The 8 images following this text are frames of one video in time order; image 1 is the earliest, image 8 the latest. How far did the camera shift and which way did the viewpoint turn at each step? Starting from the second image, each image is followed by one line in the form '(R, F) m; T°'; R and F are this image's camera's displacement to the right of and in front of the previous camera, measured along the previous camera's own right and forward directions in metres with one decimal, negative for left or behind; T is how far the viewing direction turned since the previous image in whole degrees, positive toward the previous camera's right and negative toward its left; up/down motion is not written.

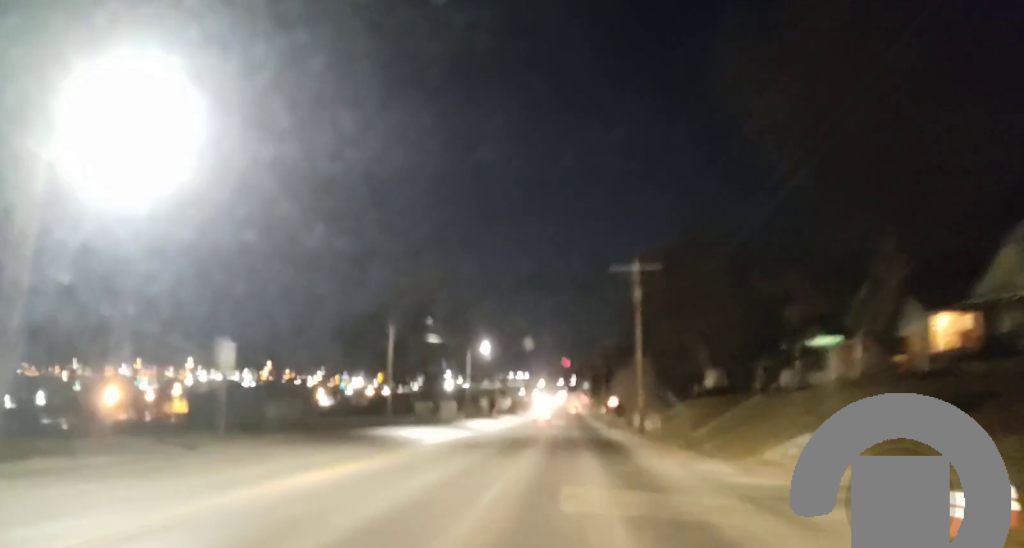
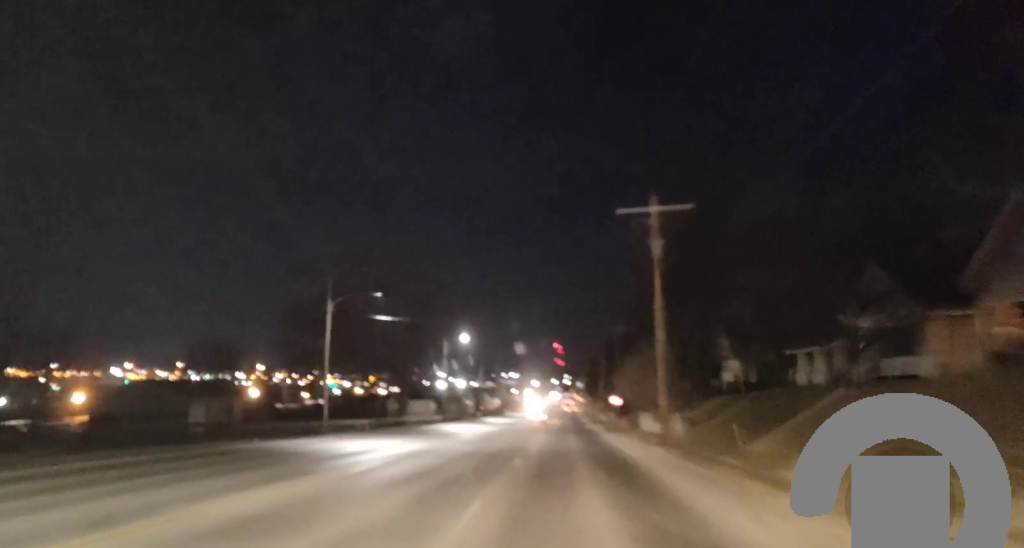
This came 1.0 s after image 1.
(-0.2, +15.7) m; 0°
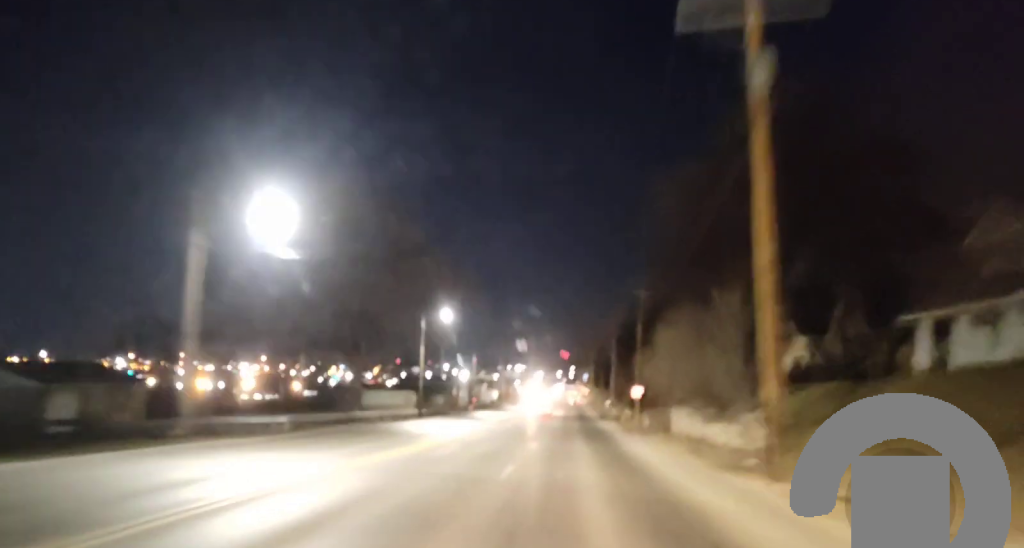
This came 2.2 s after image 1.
(+0.3, +18.5) m; +2°
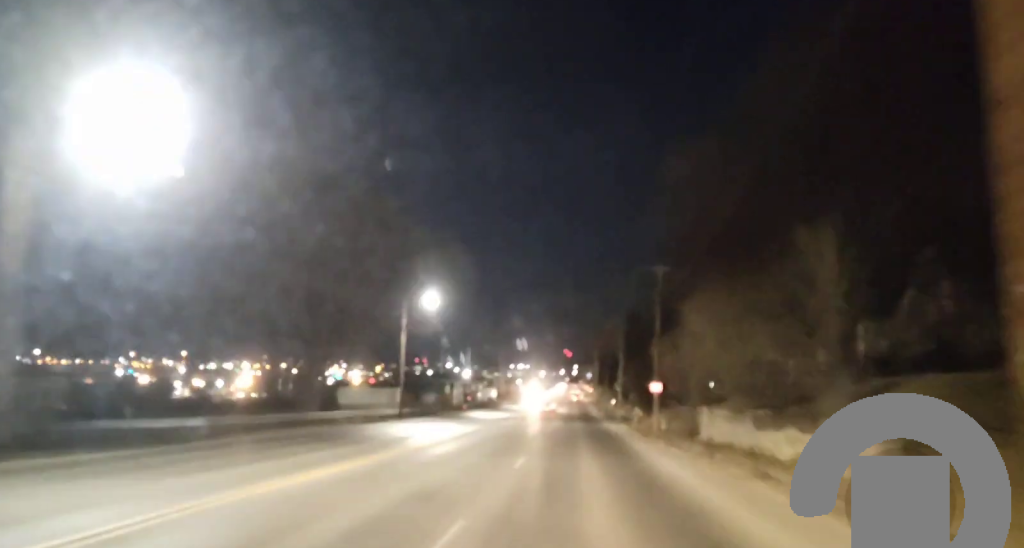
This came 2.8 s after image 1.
(+0.1, +9.8) m; 0°
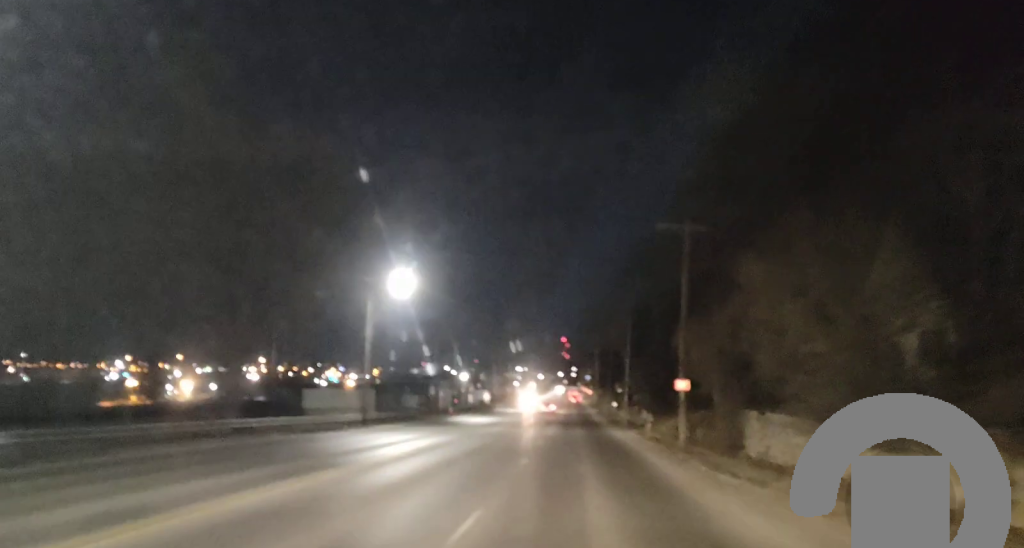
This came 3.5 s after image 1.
(0.0, +10.7) m; -1°
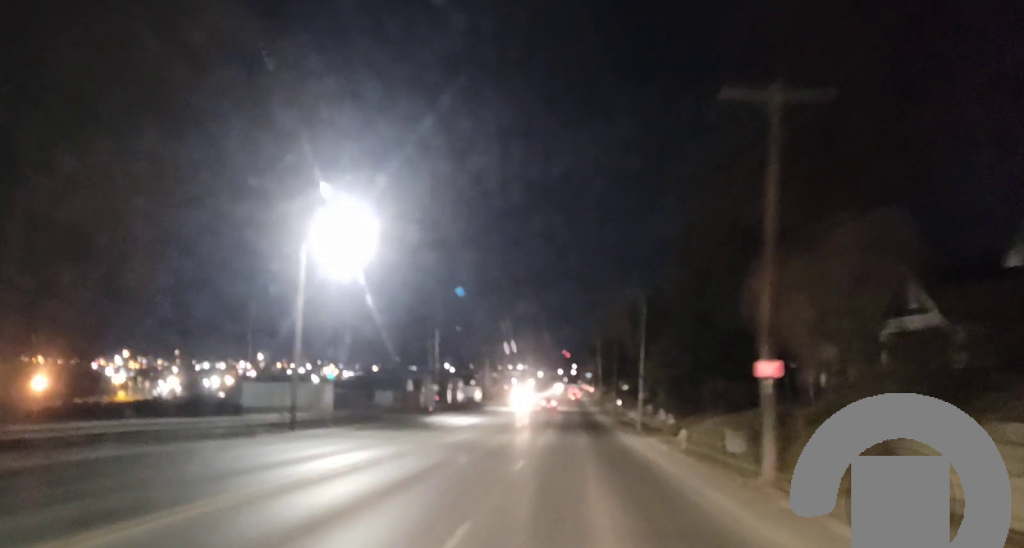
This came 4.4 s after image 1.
(-0.2, +14.4) m; -2°
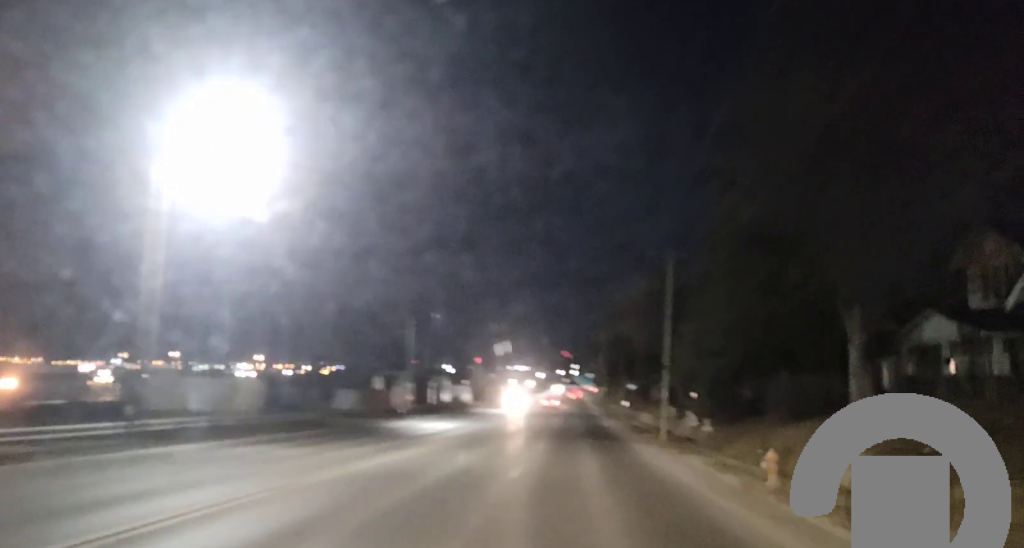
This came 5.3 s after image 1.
(-0.3, +14.3) m; +1°
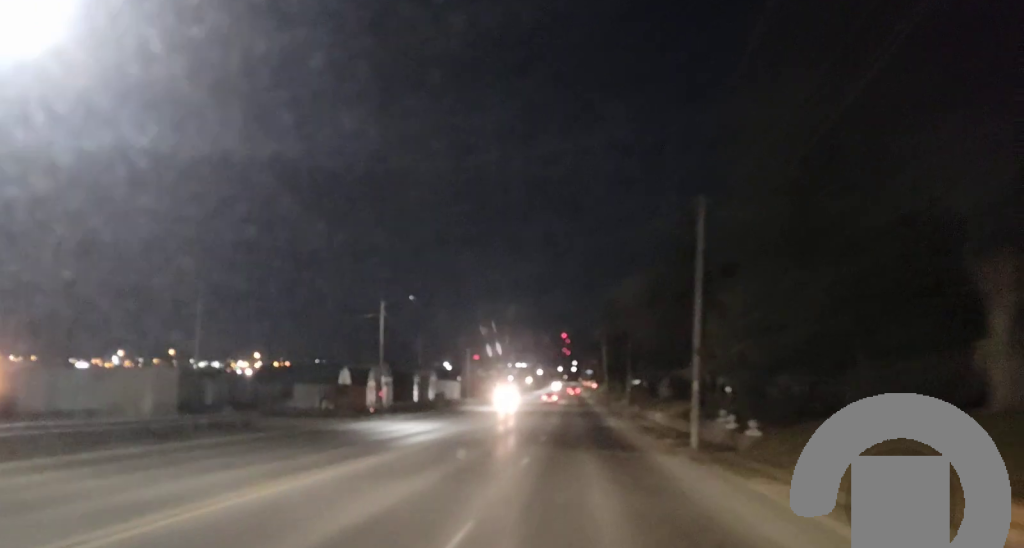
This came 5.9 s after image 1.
(+0.3, +9.8) m; 0°
